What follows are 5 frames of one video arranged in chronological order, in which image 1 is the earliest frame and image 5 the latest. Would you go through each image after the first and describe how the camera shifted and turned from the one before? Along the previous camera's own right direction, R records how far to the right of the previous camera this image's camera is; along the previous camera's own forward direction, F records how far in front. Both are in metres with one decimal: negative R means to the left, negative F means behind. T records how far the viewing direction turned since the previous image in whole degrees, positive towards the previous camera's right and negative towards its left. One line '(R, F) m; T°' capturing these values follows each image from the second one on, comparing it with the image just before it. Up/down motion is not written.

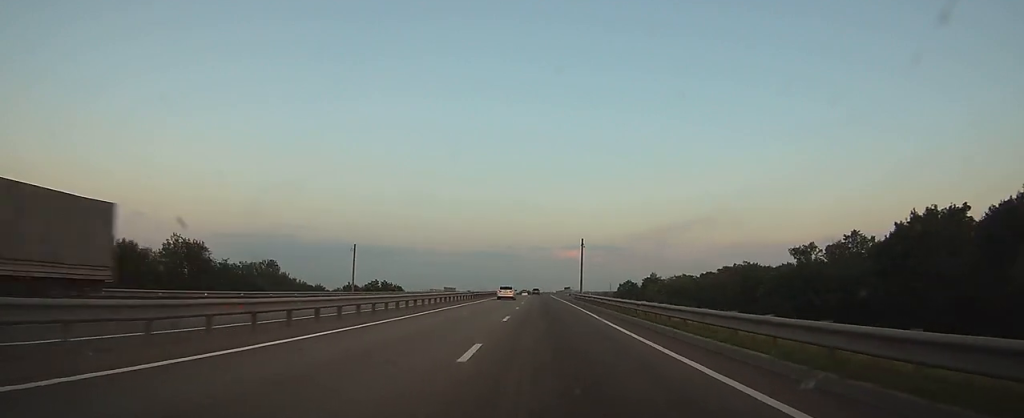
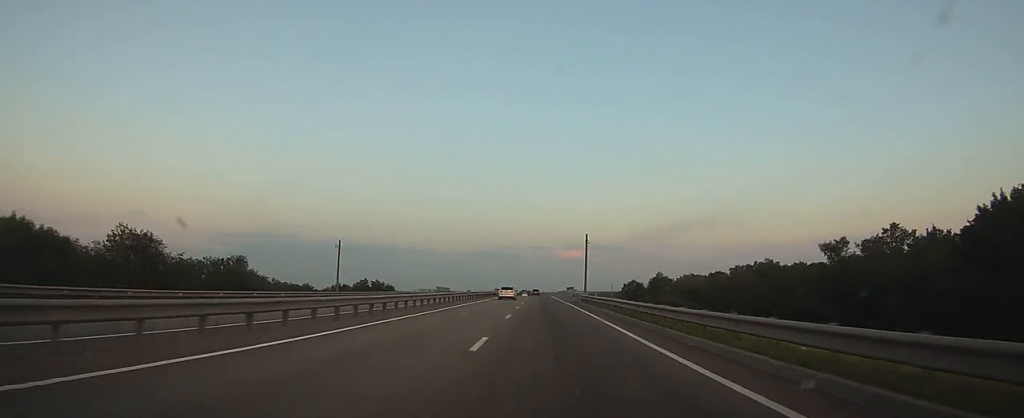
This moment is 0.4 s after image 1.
(0.0, +10.2) m; 0°
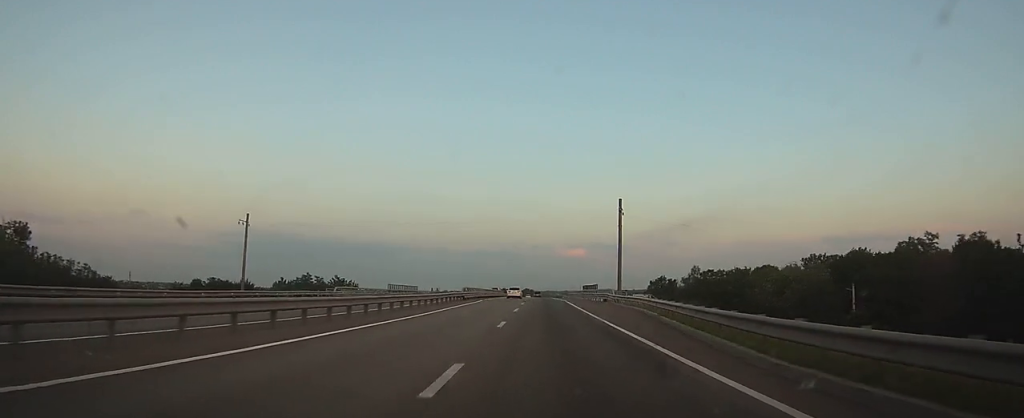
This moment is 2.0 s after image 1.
(0.0, +41.0) m; 0°
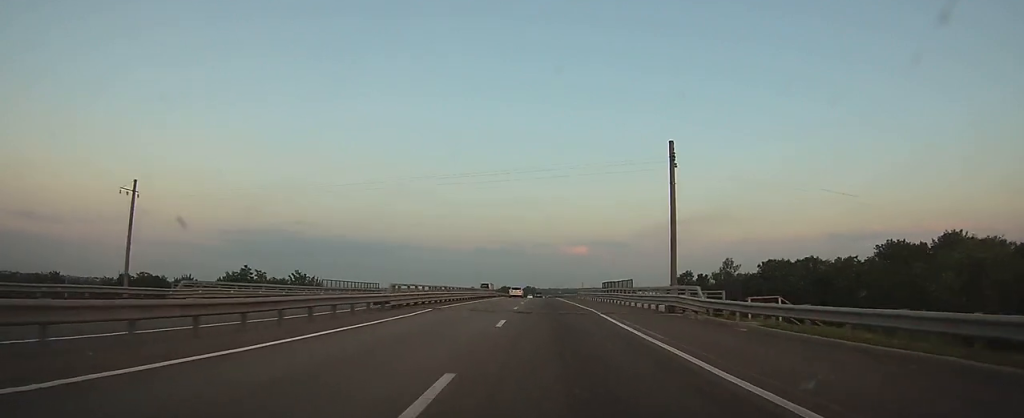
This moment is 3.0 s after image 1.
(0.0, +25.5) m; 0°
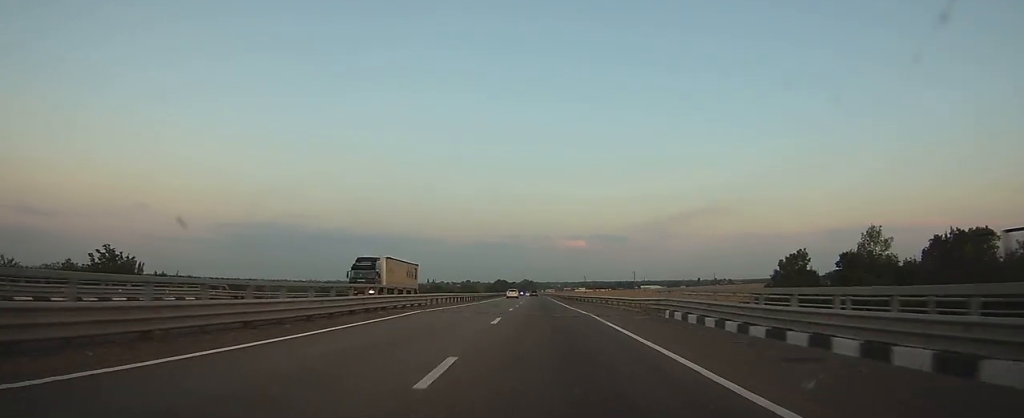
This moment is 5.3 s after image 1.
(+0.1, +58.2) m; 0°
